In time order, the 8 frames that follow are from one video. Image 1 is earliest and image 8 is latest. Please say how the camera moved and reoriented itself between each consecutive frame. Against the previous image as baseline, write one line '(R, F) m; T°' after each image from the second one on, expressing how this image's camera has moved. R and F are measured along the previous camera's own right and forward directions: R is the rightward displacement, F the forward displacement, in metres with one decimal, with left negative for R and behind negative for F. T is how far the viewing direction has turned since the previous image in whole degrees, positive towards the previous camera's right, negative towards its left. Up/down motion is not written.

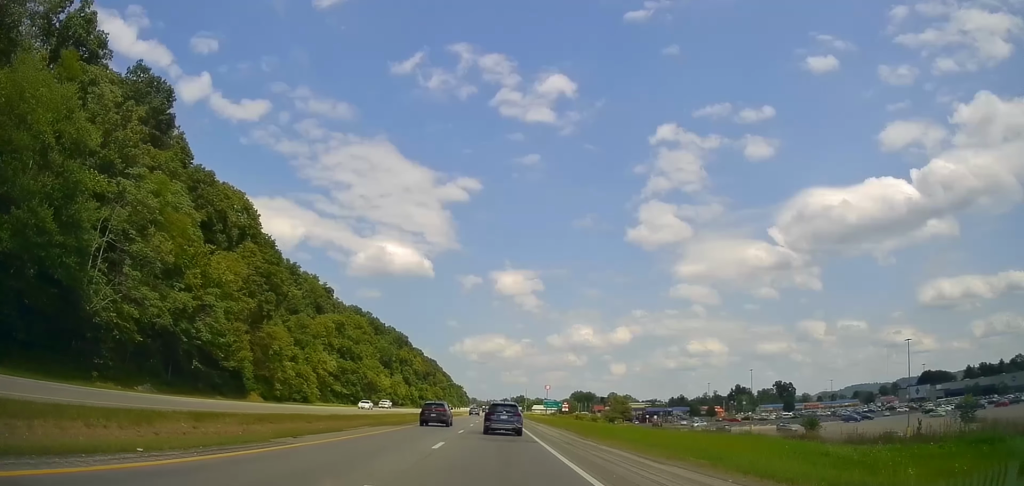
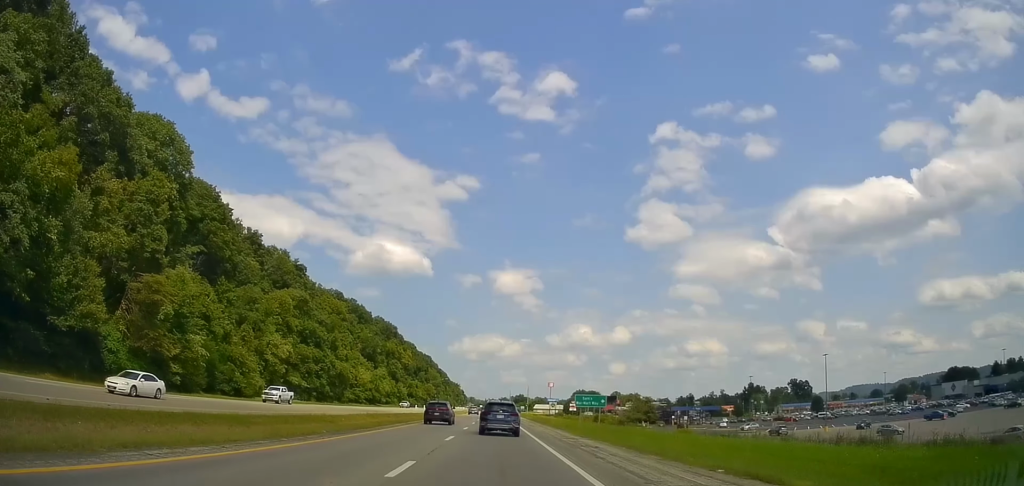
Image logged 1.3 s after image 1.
(+0.1, +32.4) m; 0°
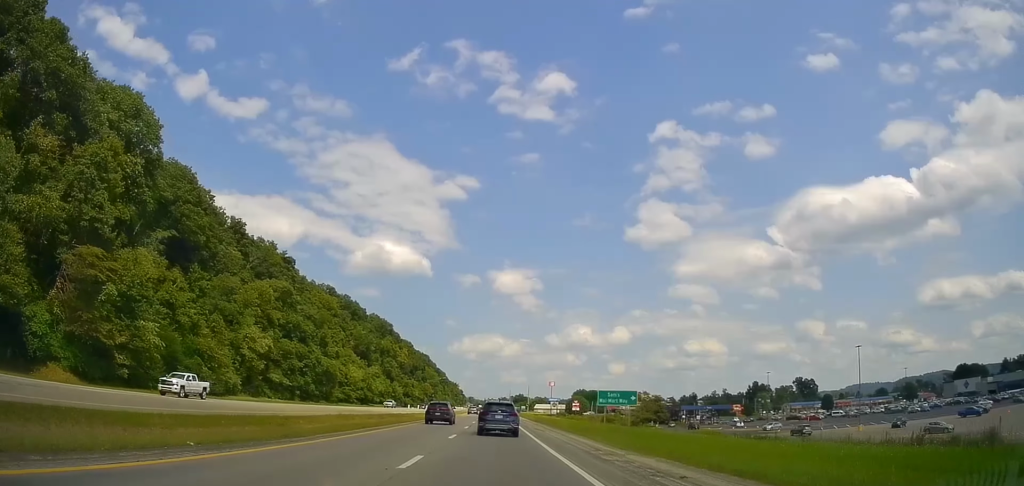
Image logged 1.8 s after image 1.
(0.0, +10.6) m; 0°
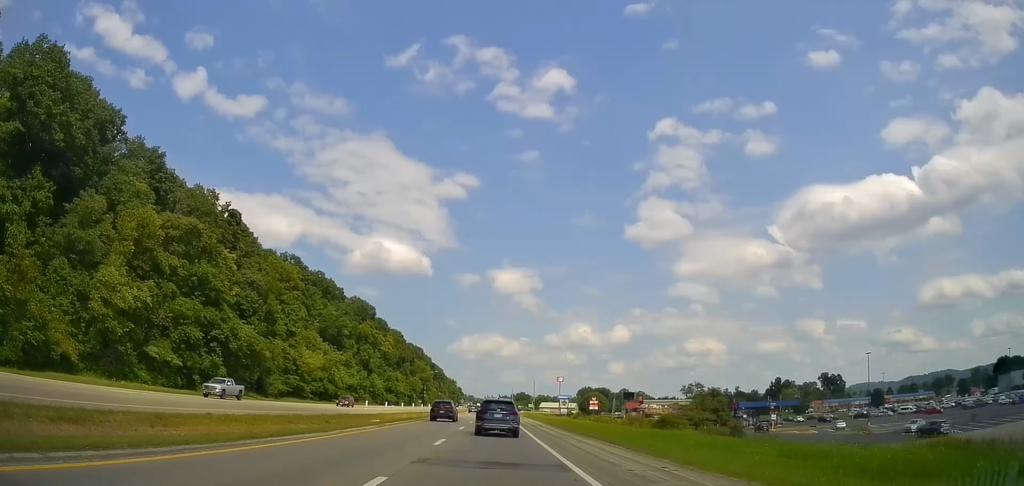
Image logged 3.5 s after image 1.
(-0.2, +41.8) m; 0°
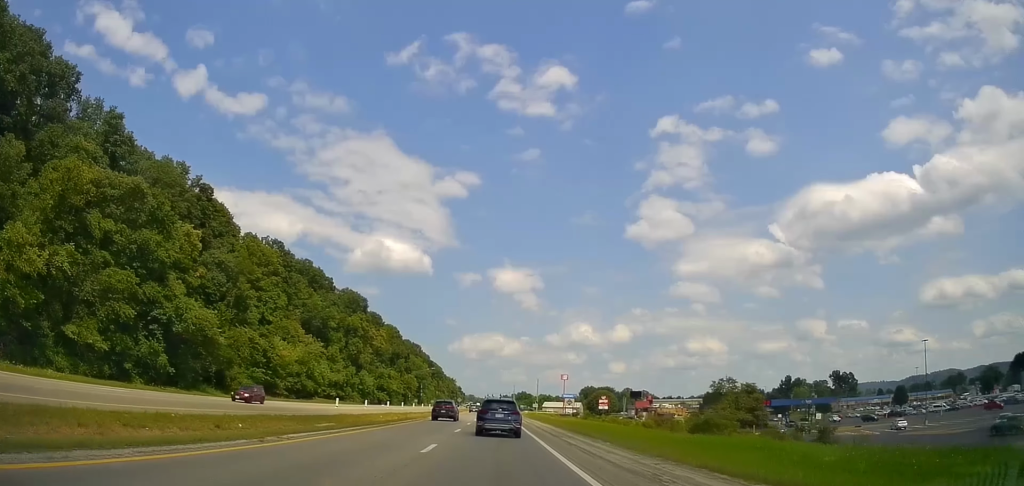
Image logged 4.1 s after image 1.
(0.0, +16.1) m; 0°
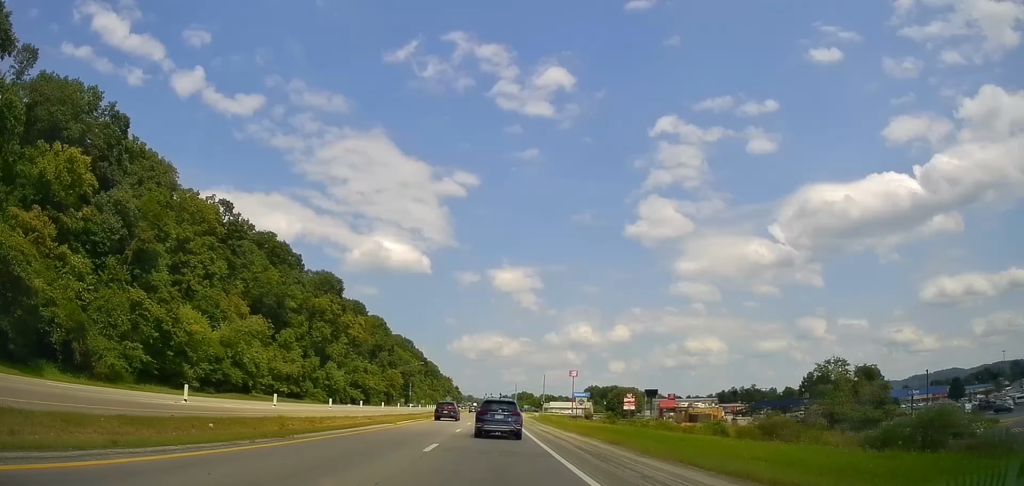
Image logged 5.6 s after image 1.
(0.0, +35.1) m; 0°
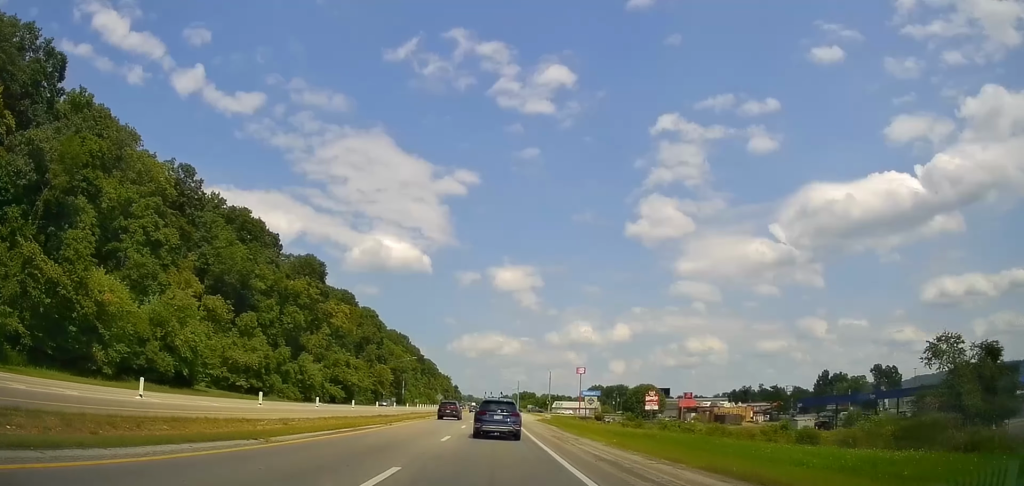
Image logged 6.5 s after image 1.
(-0.1, +20.4) m; 0°
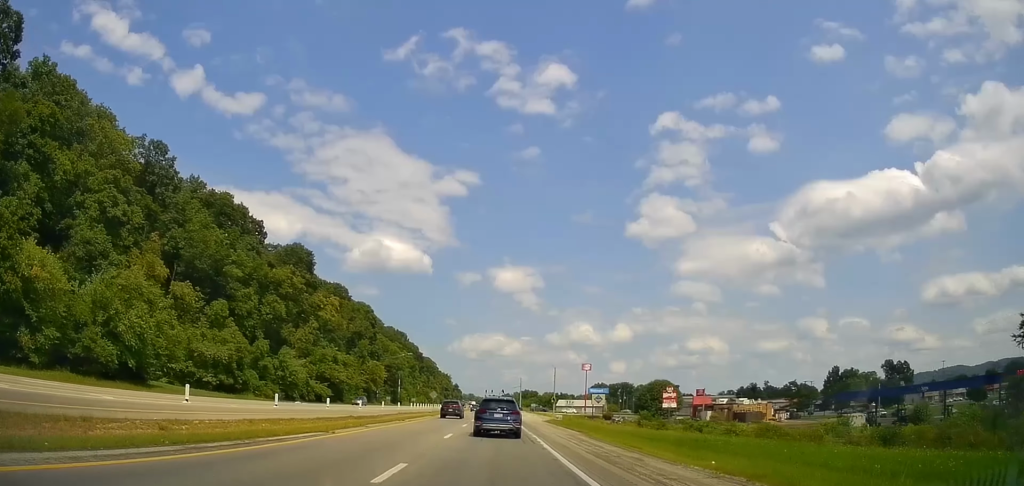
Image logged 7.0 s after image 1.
(0.0, +12.0) m; 0°
